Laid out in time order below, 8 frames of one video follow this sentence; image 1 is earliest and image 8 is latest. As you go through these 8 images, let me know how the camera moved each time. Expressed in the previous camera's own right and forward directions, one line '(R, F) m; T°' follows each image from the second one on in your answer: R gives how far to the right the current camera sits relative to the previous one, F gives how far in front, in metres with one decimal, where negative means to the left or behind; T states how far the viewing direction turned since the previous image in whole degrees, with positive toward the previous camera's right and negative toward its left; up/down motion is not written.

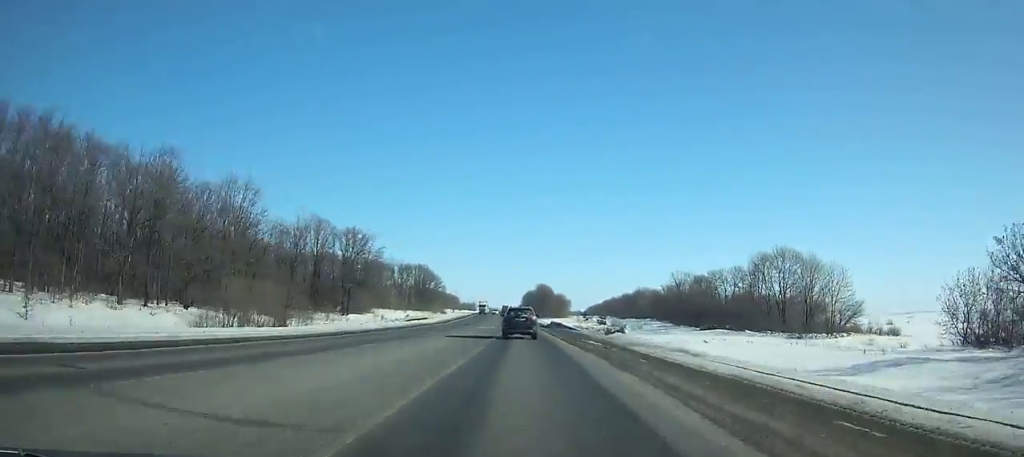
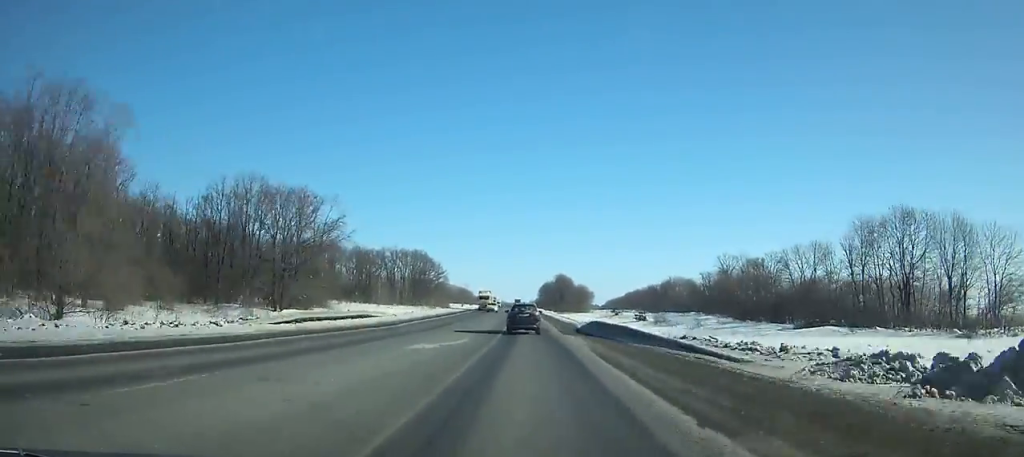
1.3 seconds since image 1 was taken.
(-0.6, +34.6) m; -1°
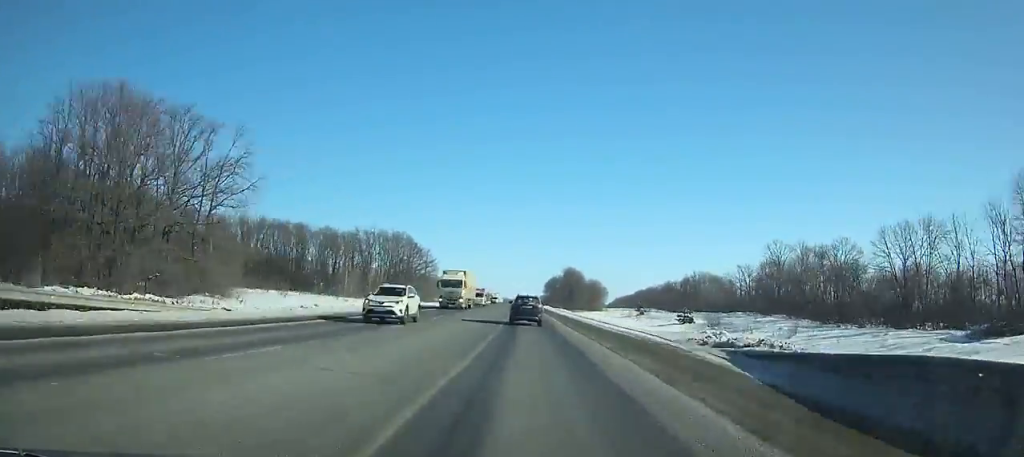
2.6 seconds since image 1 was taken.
(-0.5, +34.6) m; -1°
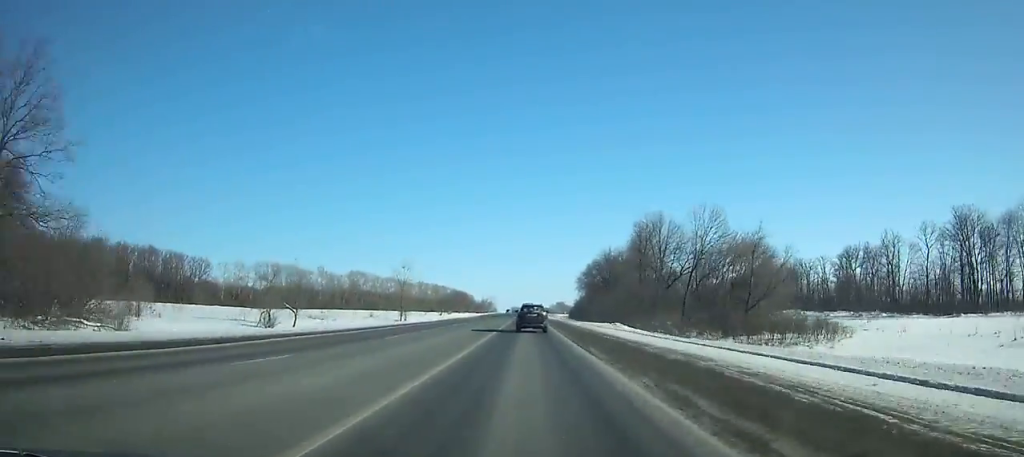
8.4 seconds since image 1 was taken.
(-2.6, +153.5) m; -2°
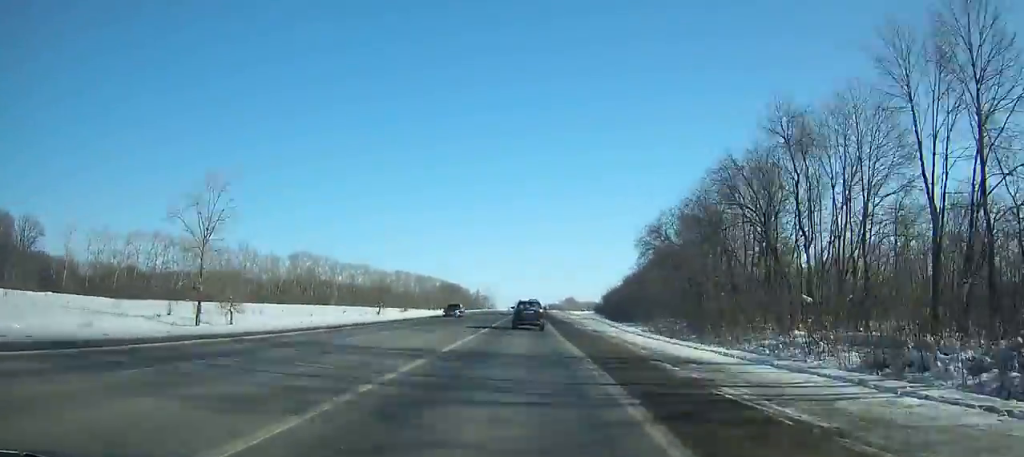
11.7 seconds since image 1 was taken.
(-0.2, +86.3) m; 0°
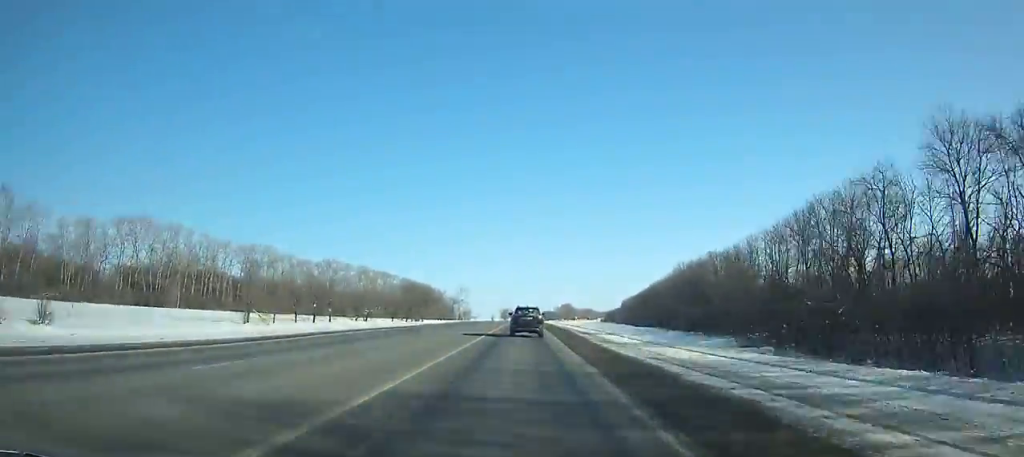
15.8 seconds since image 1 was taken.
(+0.1, +106.0) m; 0°
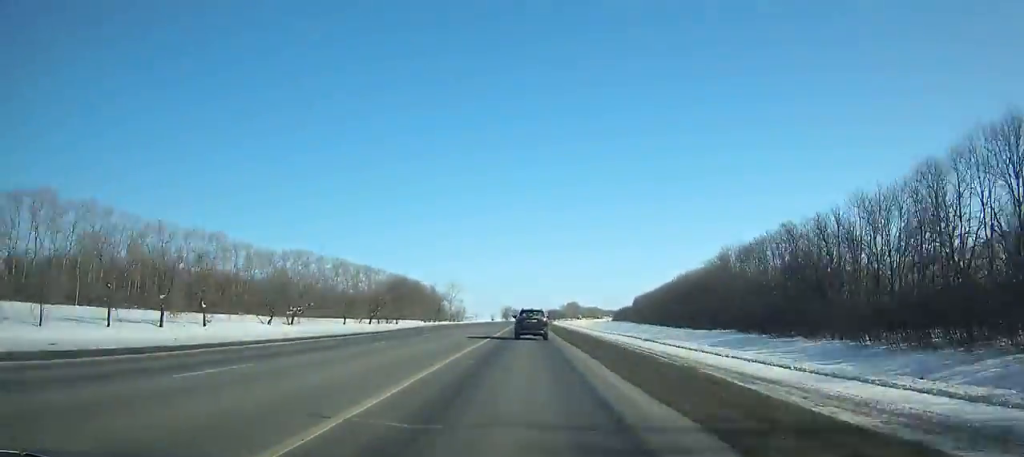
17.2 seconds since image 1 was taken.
(-0.1, +36.0) m; 0°
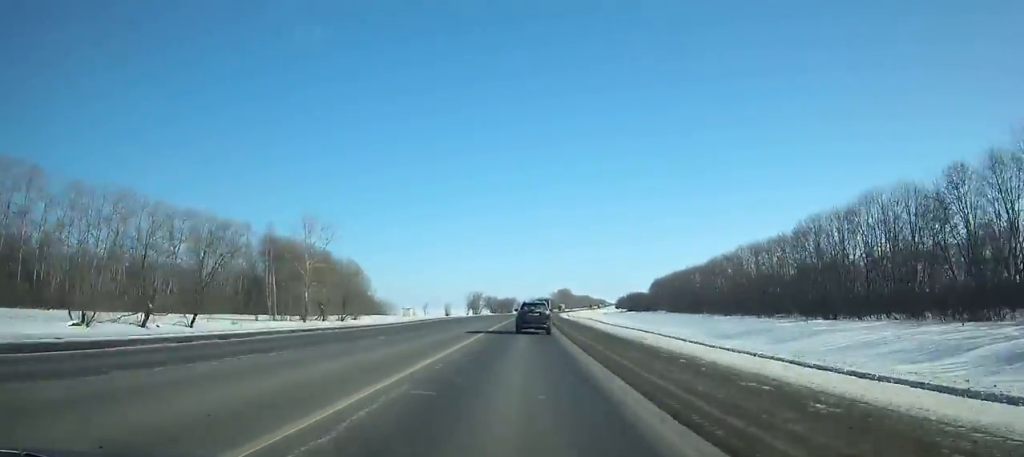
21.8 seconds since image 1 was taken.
(+0.5, +117.6) m; +1°
